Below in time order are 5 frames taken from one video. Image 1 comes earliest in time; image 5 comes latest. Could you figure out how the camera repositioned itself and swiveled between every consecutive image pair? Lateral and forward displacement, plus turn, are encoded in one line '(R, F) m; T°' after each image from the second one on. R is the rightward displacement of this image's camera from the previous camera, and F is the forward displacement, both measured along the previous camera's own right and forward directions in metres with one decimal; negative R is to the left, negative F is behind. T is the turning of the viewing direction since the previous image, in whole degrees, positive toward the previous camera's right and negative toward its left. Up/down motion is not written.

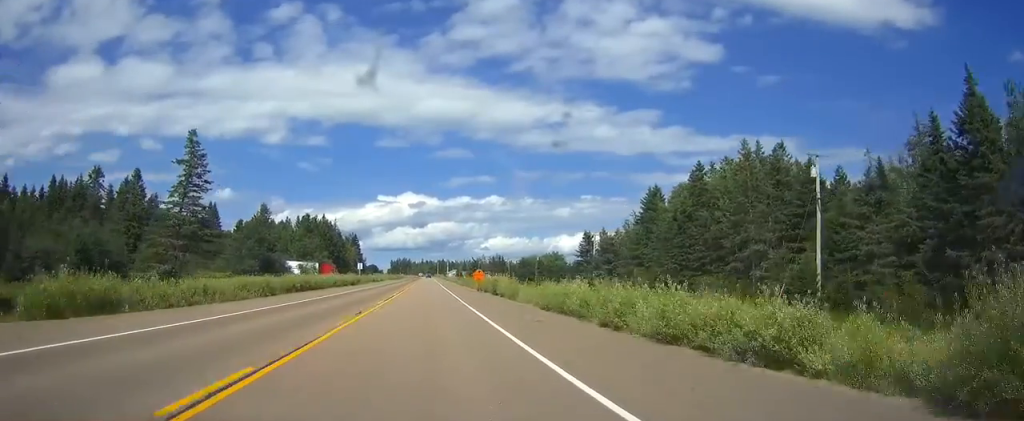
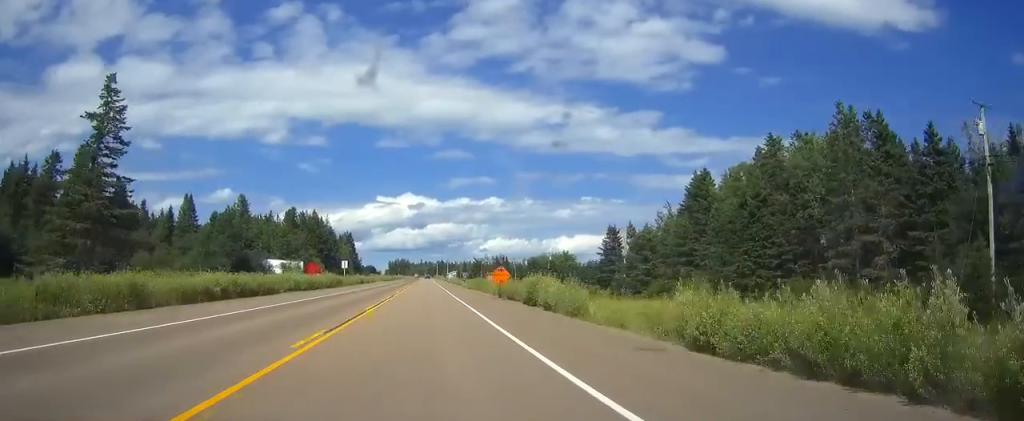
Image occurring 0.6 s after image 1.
(0.0, +18.8) m; 0°
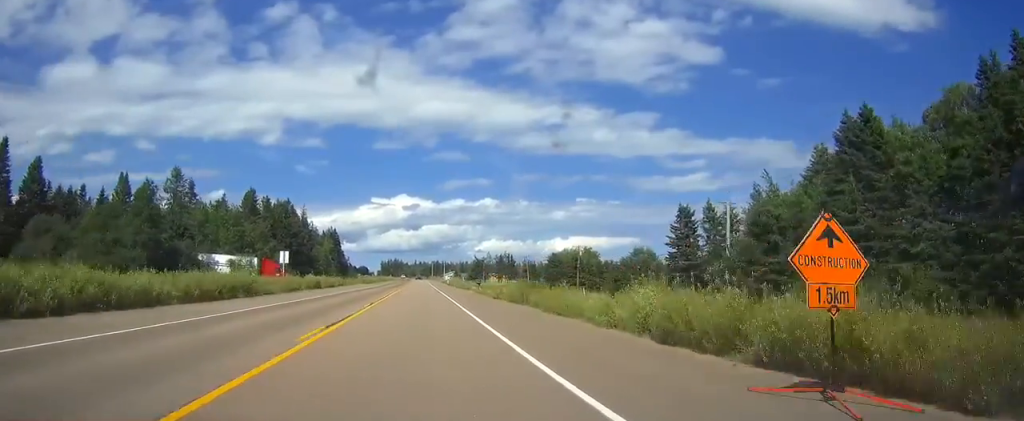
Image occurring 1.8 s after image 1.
(+0.1, +35.6) m; 0°
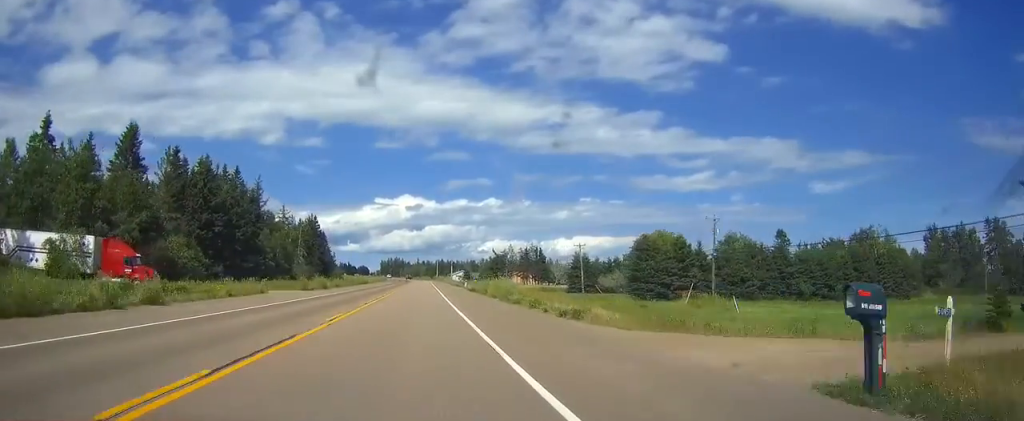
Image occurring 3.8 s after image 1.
(0.0, +57.4) m; 0°
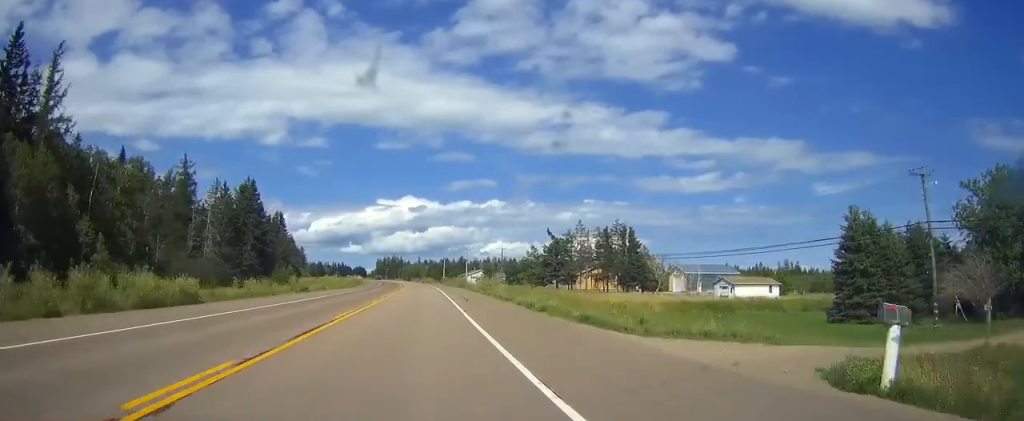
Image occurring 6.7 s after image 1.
(-0.2, +85.8) m; 0°
